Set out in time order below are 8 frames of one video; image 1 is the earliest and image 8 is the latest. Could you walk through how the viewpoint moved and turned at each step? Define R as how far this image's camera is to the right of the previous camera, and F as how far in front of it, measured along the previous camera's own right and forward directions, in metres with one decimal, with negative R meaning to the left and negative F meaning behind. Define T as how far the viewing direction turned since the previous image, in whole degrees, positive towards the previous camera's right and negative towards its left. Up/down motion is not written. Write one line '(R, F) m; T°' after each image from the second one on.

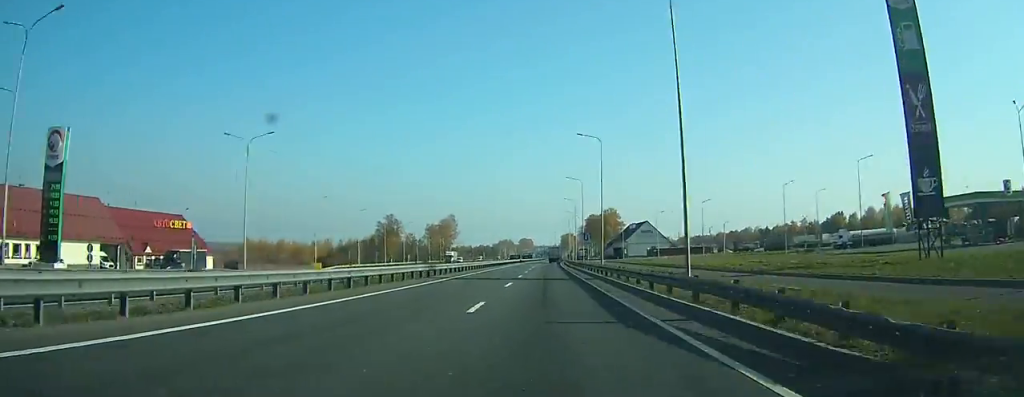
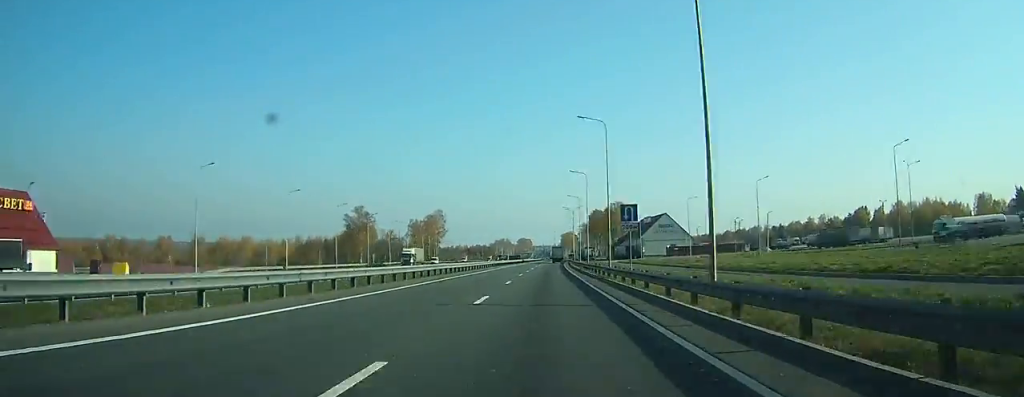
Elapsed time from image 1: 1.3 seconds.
(-0.2, +36.3) m; 0°
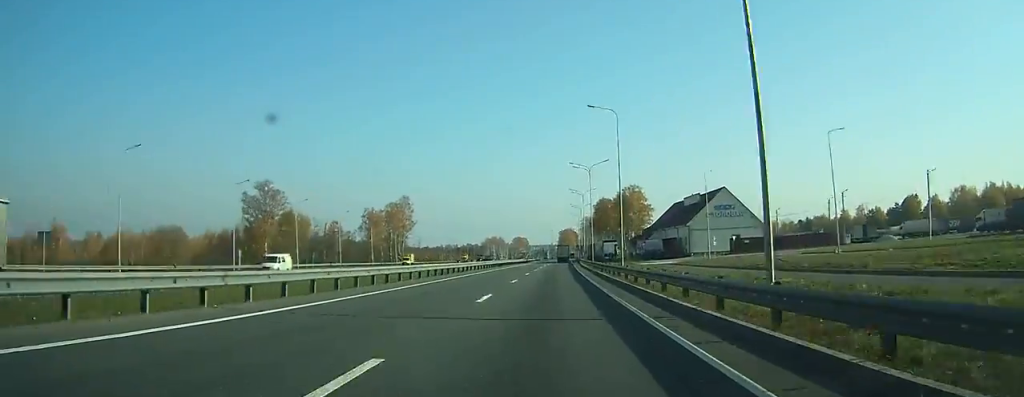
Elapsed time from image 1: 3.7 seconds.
(+0.4, +60.6) m; +1°
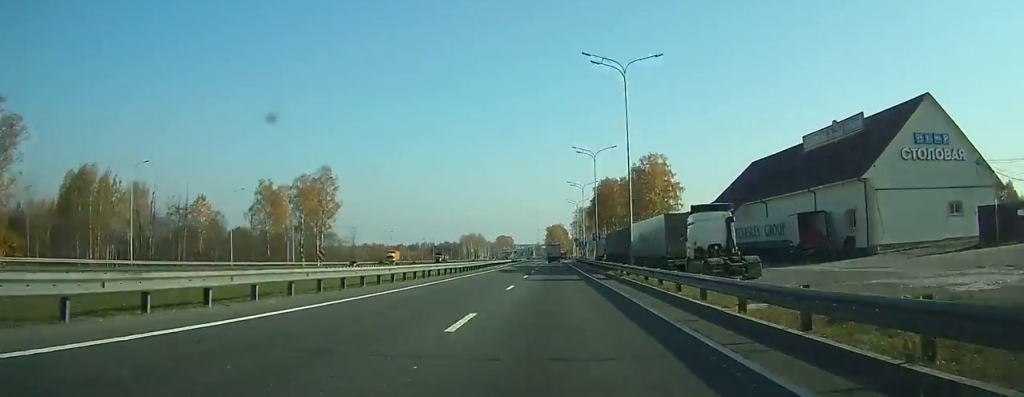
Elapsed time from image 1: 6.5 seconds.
(+0.6, +60.3) m; +1°
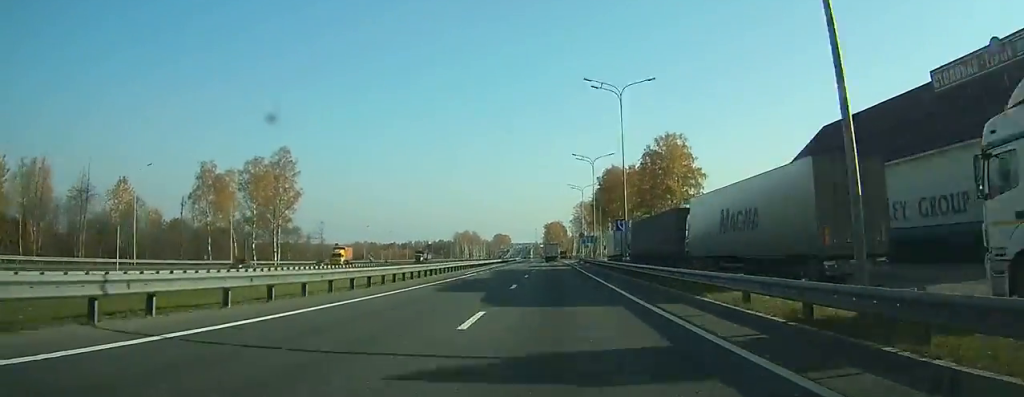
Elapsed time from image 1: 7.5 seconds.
(0.0, +22.0) m; 0°
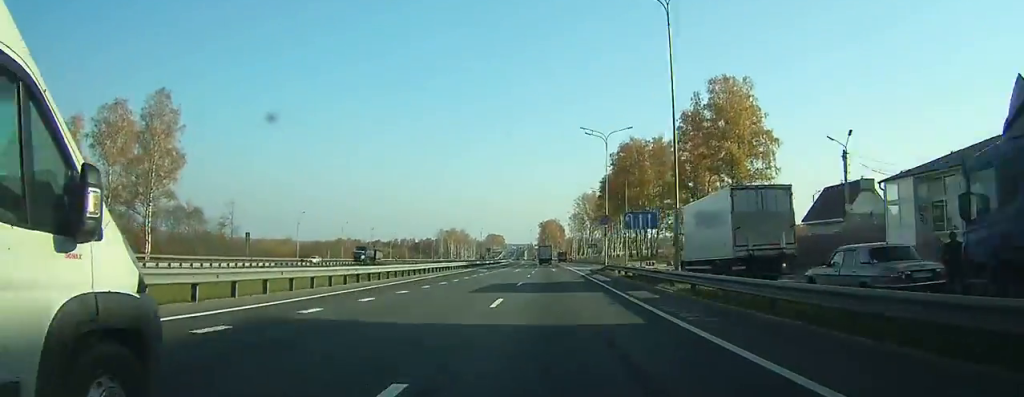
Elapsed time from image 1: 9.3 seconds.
(0.0, +42.2) m; 0°
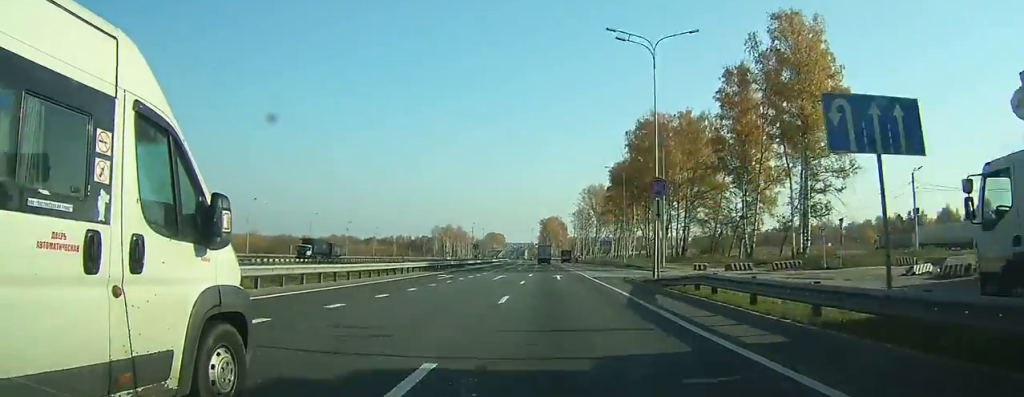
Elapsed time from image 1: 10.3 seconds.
(0.0, +23.2) m; 0°
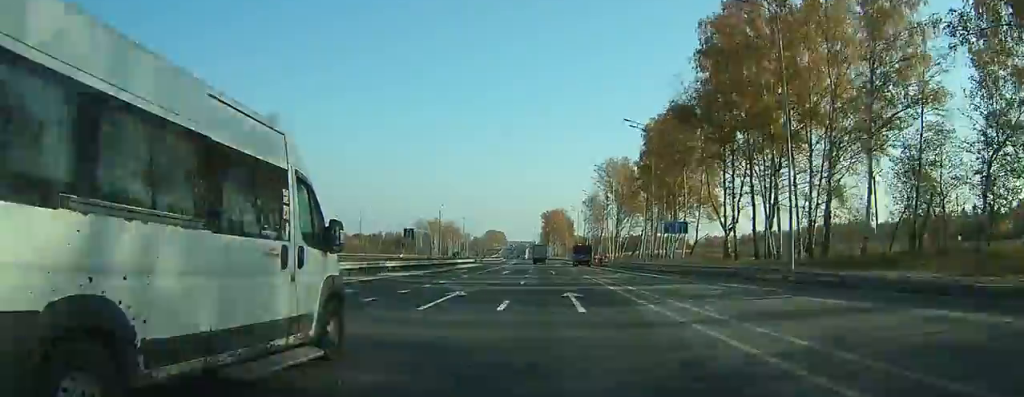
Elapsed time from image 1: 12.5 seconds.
(-0.1, +51.9) m; 0°
